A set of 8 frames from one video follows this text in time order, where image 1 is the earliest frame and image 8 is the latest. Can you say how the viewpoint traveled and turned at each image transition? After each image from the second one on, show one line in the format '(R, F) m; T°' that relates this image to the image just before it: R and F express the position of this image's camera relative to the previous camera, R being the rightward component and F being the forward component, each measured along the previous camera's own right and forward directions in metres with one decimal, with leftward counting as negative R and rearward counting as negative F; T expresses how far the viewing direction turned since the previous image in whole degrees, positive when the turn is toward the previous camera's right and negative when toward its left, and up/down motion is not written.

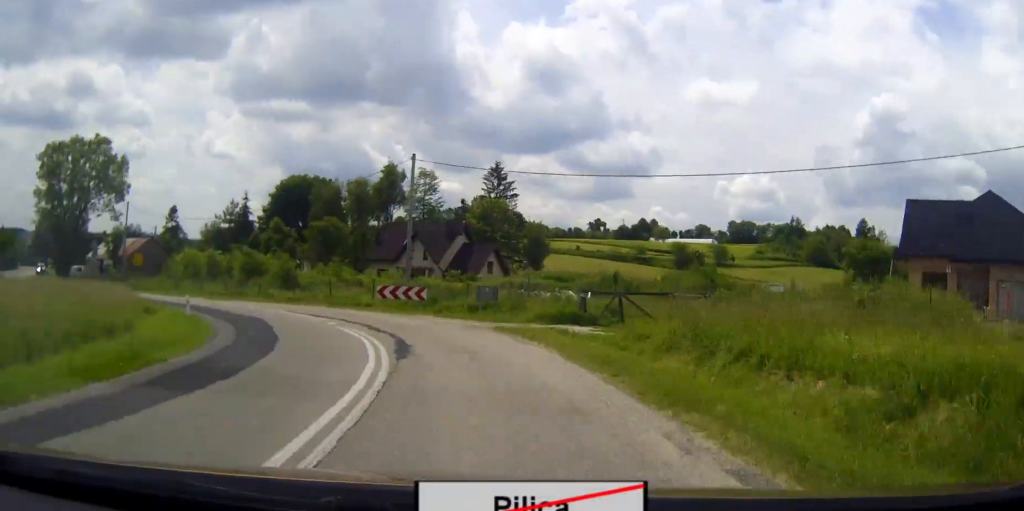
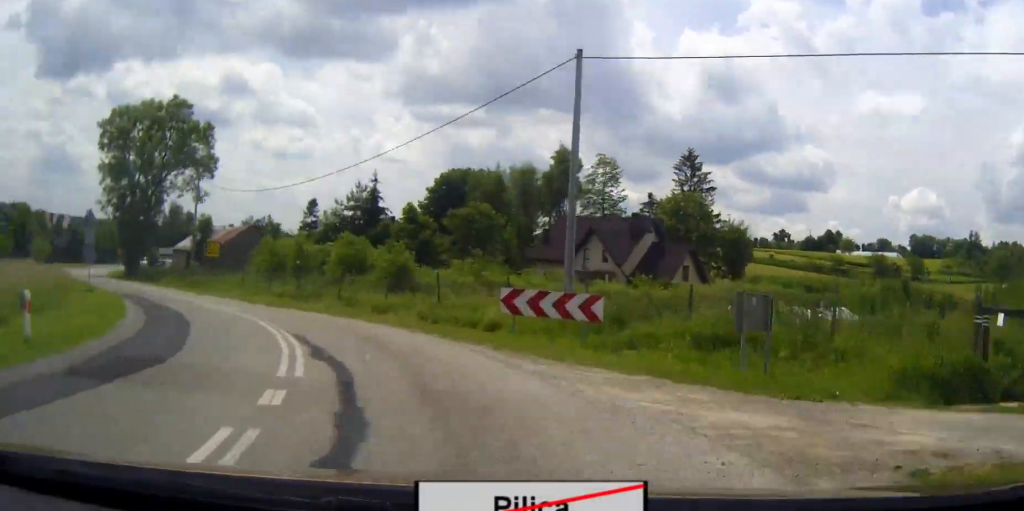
(+1.0, +19.4) m; -14°
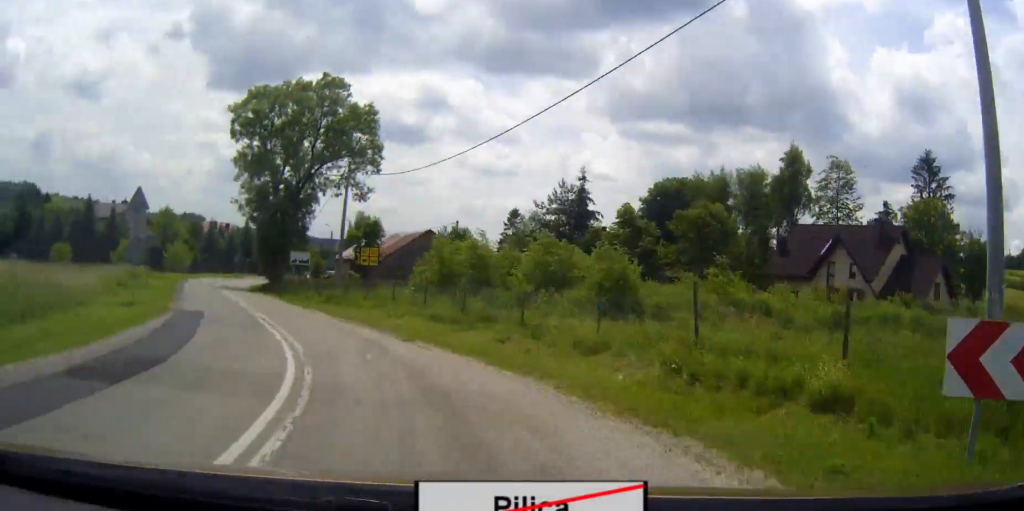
(-3.8, +12.6) m; -8°
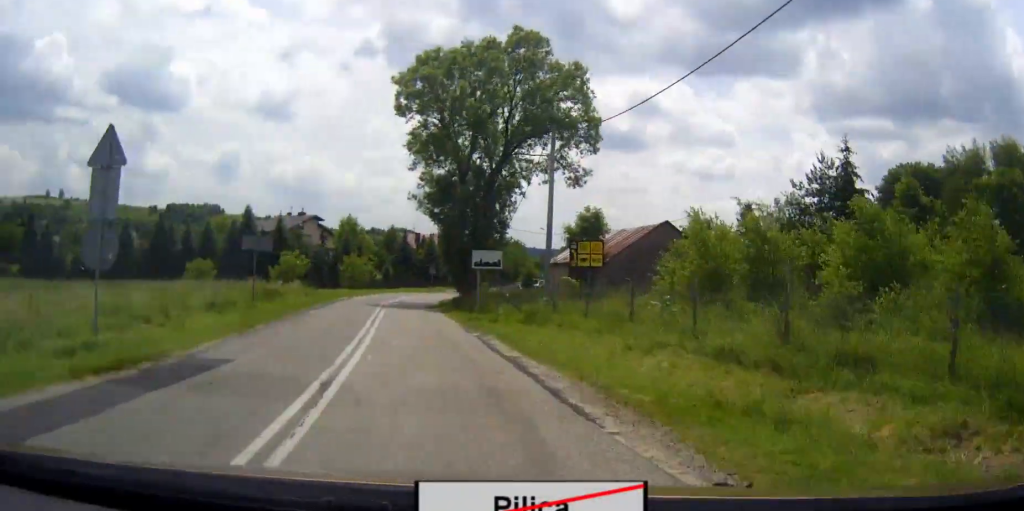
(-2.2, +14.1) m; -9°
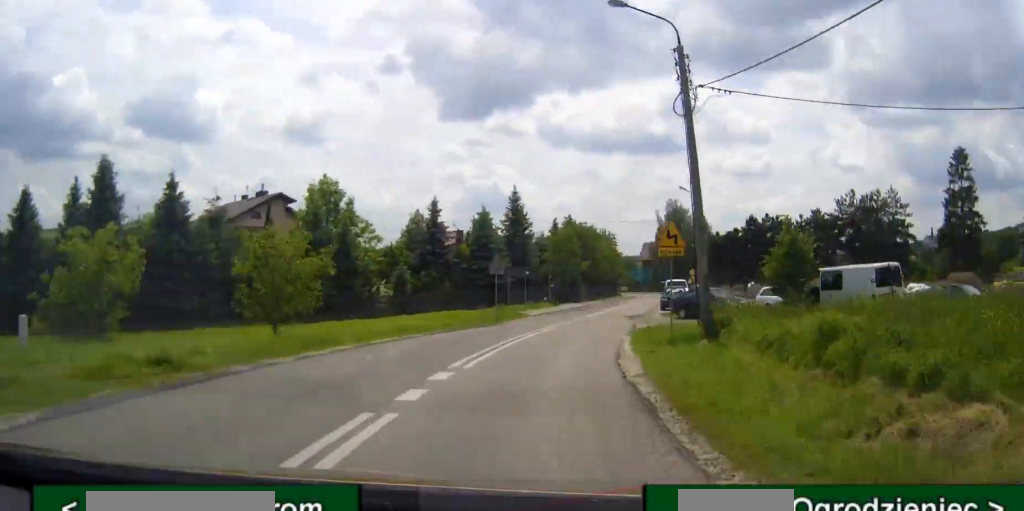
(-2.9, +53.4) m; +2°
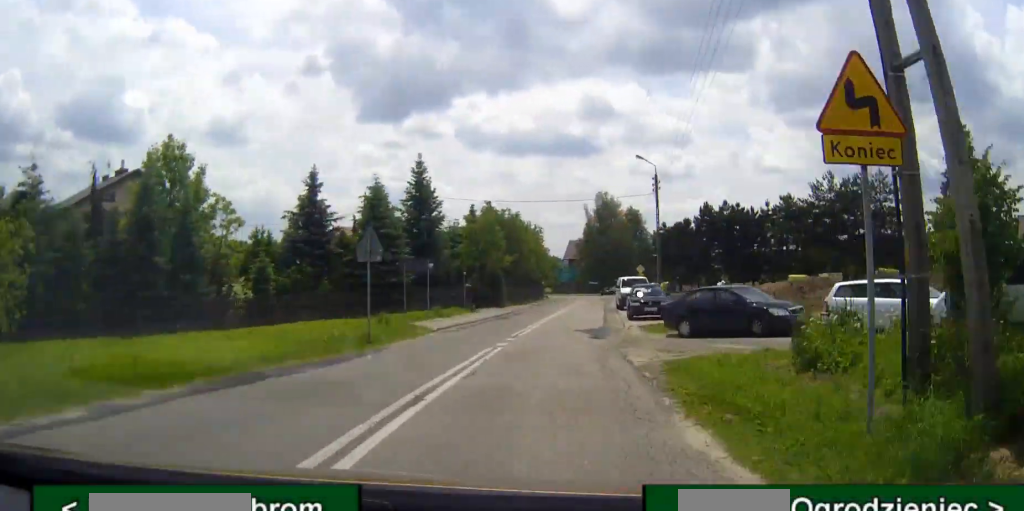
(+0.4, +15.1) m; +3°
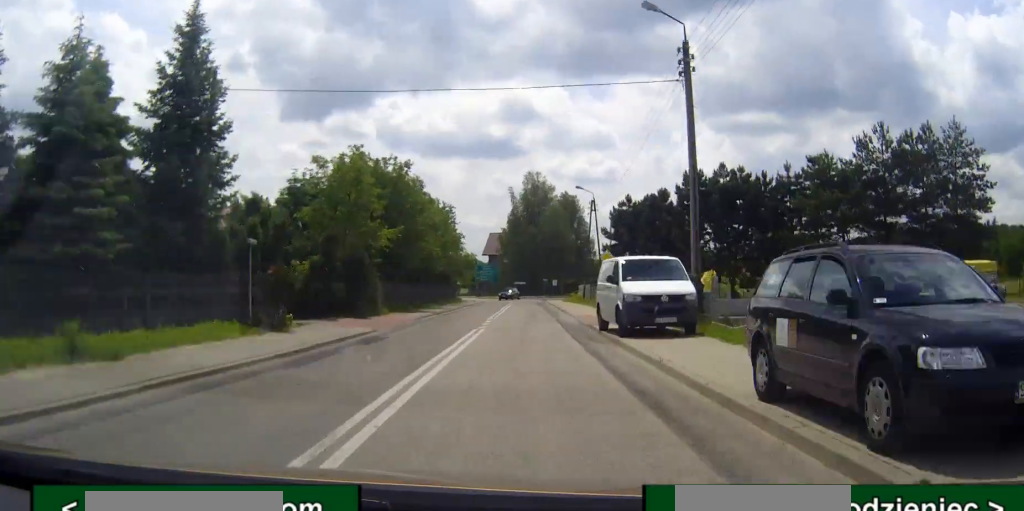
(+1.4, +24.9) m; +3°
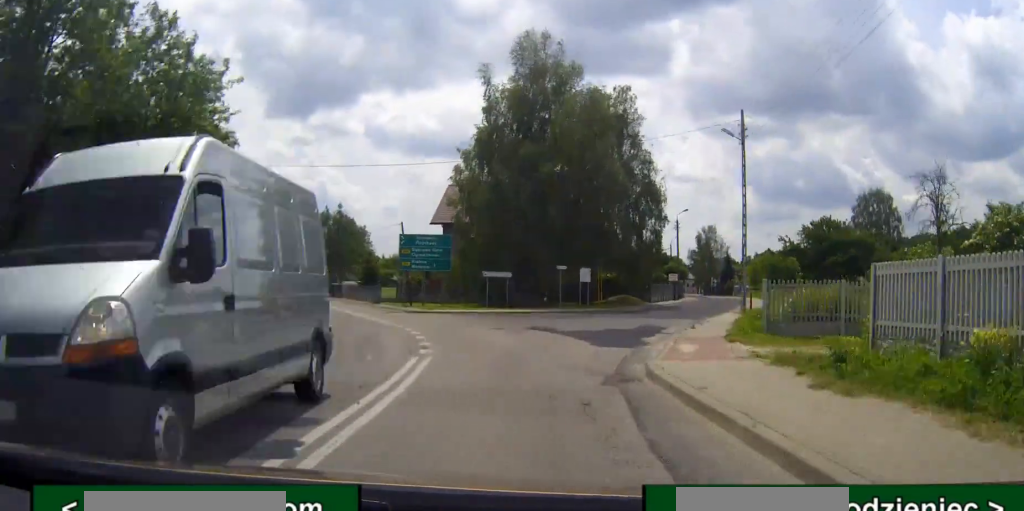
(+2.1, +59.7) m; +8°
